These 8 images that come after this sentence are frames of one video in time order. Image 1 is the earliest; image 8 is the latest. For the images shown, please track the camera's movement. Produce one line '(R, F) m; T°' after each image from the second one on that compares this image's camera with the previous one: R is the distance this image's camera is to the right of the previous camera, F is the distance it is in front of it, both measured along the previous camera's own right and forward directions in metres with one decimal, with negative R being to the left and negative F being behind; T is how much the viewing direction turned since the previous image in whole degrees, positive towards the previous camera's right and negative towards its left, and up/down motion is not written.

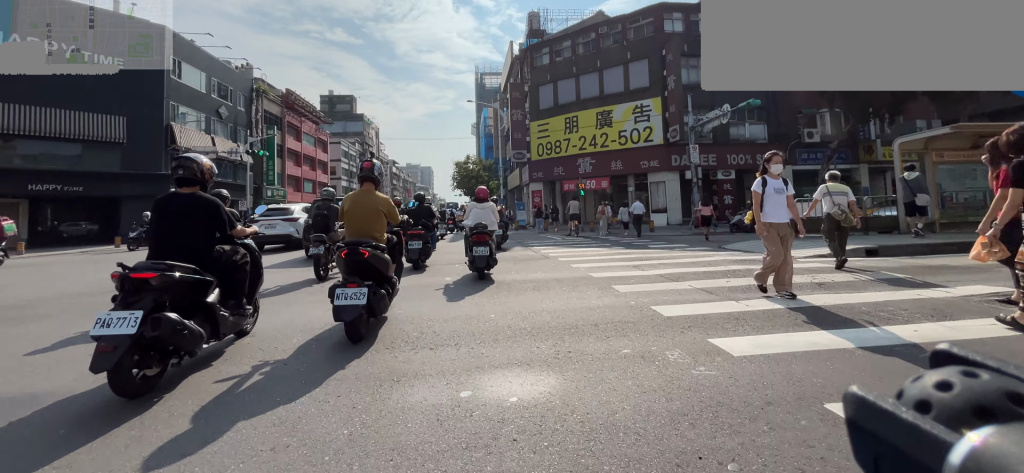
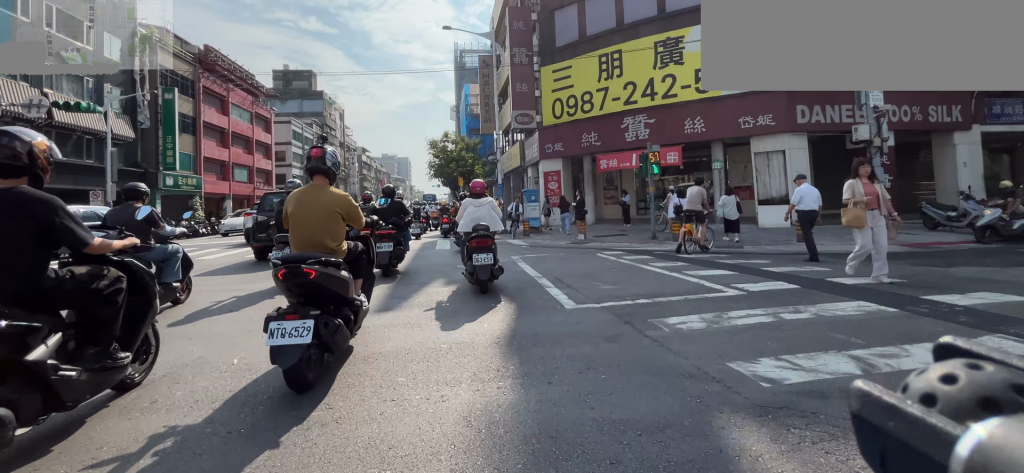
(-0.4, +10.6) m; -3°
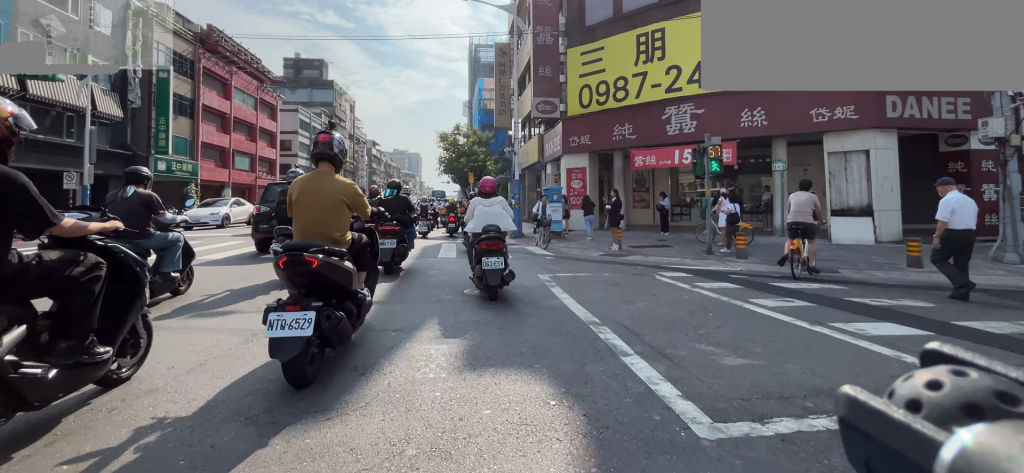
(0.0, +2.3) m; 0°
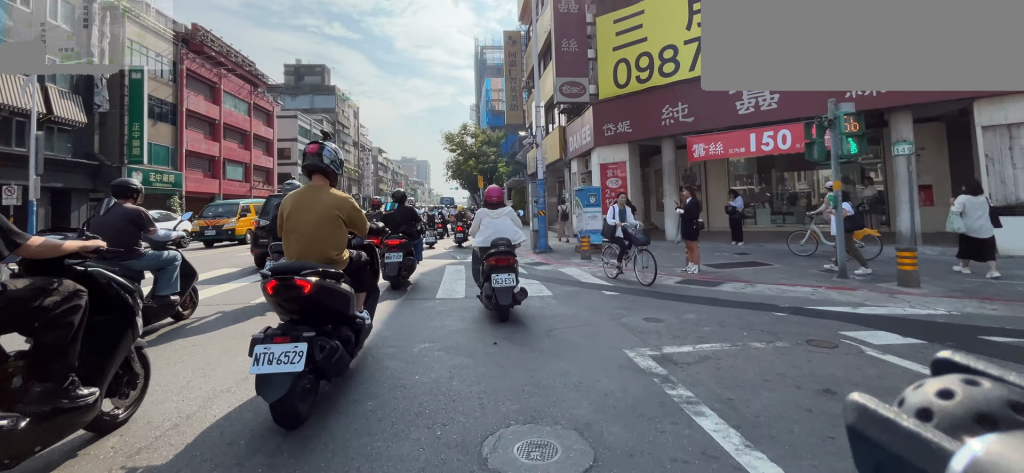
(0.0, +3.1) m; 0°
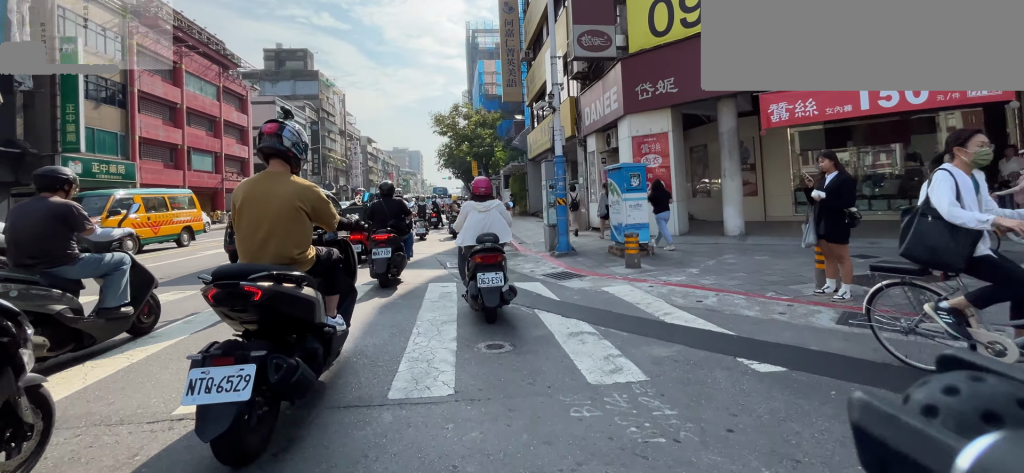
(0.0, +3.0) m; 0°
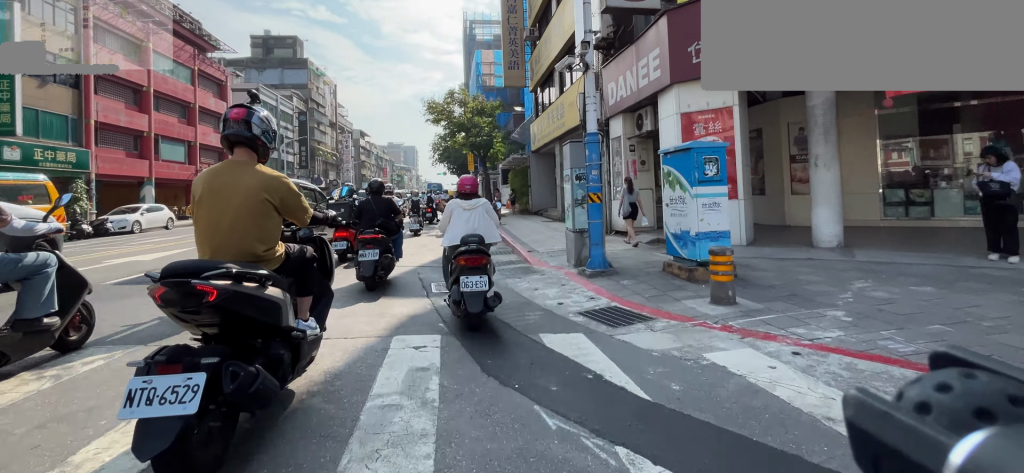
(0.0, +2.4) m; 0°
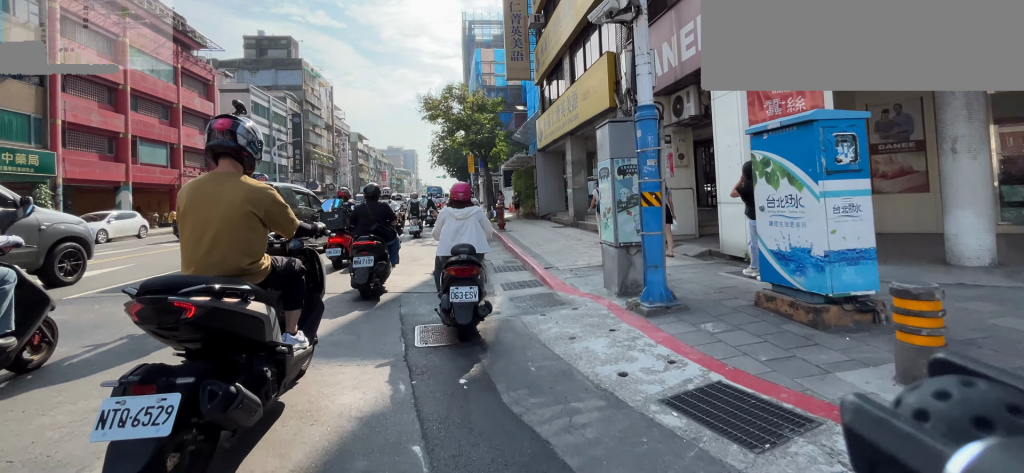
(0.0, +1.9) m; 0°
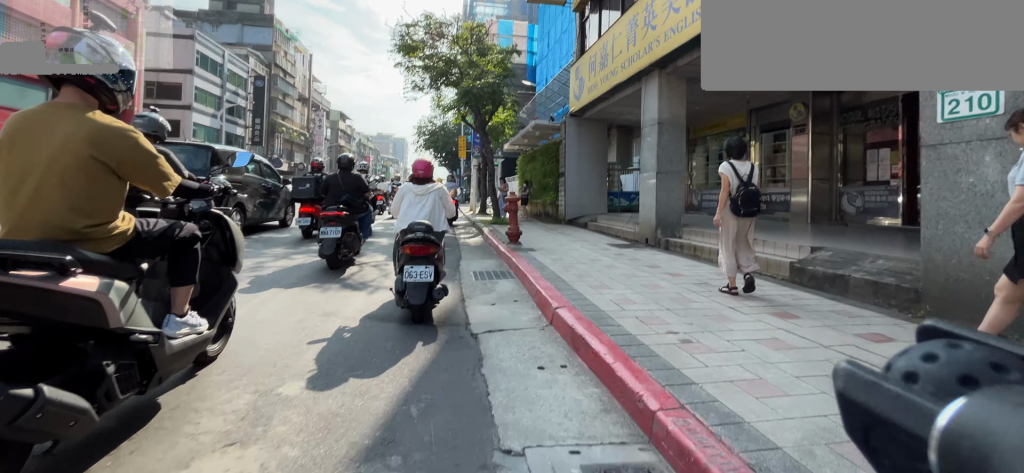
(0.0, +6.3) m; 0°
